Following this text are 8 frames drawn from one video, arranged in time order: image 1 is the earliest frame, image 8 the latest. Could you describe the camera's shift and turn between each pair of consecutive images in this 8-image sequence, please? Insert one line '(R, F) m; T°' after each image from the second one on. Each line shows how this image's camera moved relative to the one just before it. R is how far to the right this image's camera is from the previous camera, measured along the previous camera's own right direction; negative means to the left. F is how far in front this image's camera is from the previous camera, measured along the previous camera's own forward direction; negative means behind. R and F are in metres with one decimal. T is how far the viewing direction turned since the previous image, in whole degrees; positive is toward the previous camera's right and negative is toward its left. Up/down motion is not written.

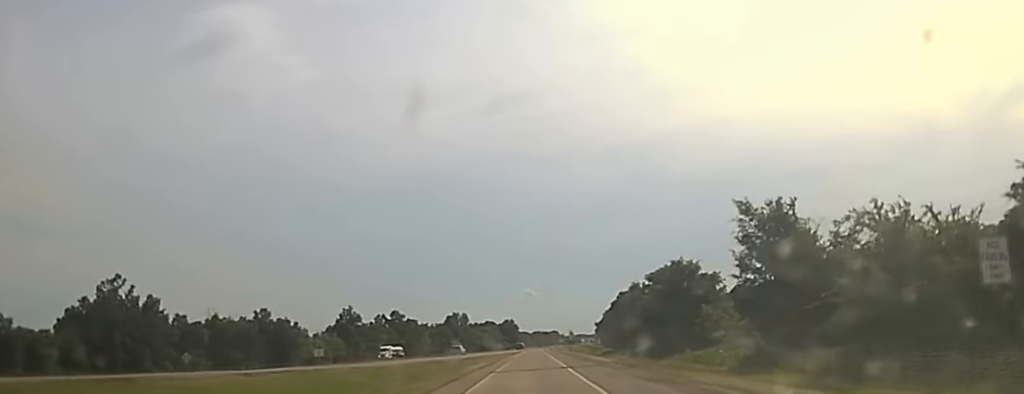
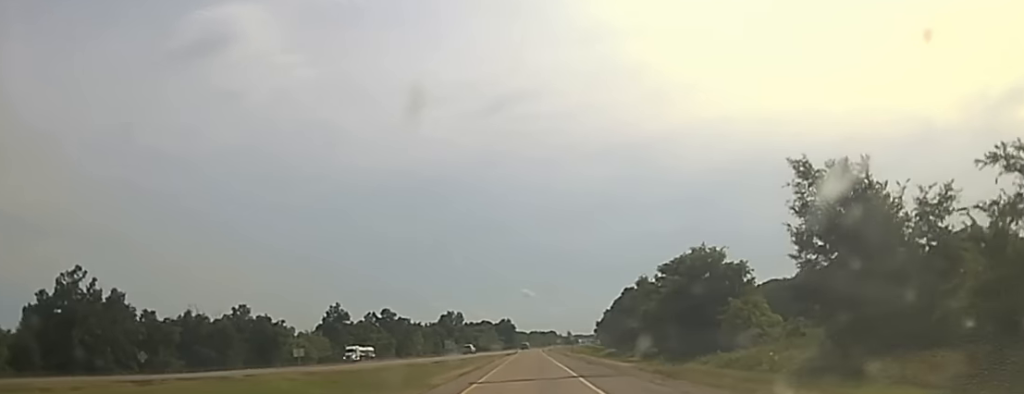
(0.0, +15.6) m; 0°
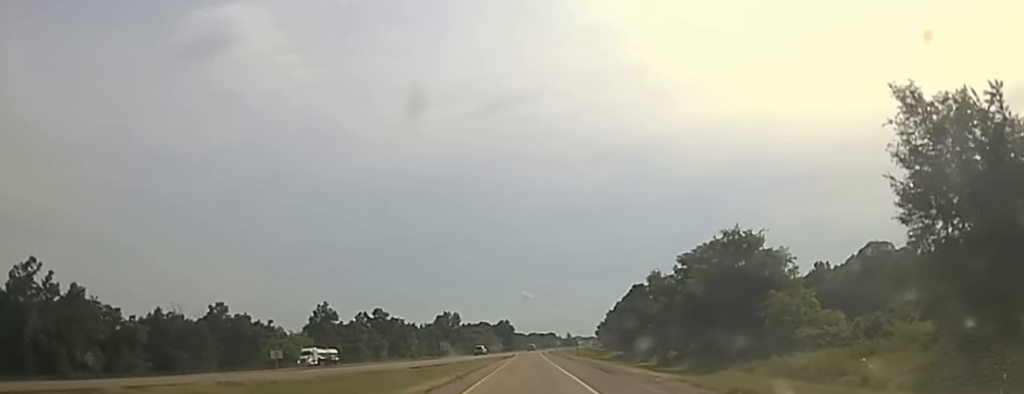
(0.0, +16.7) m; 0°
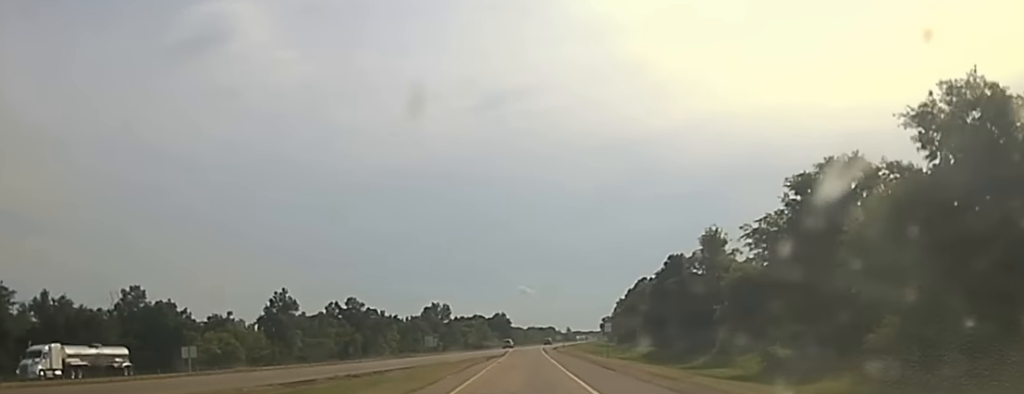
(+0.1, +45.2) m; 0°
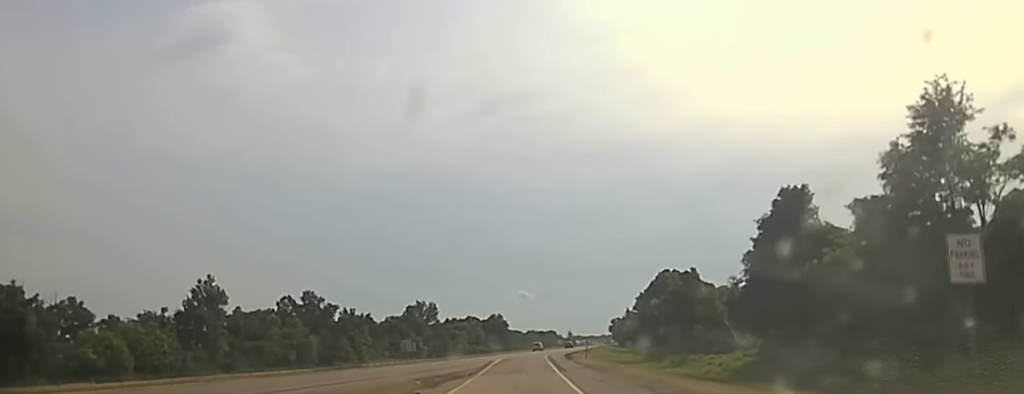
(+0.1, +53.5) m; 0°
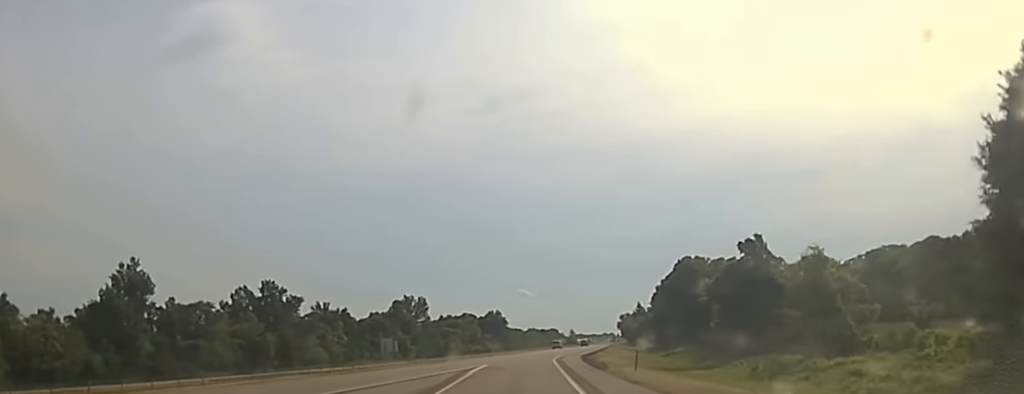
(-0.2, +34.1) m; -1°
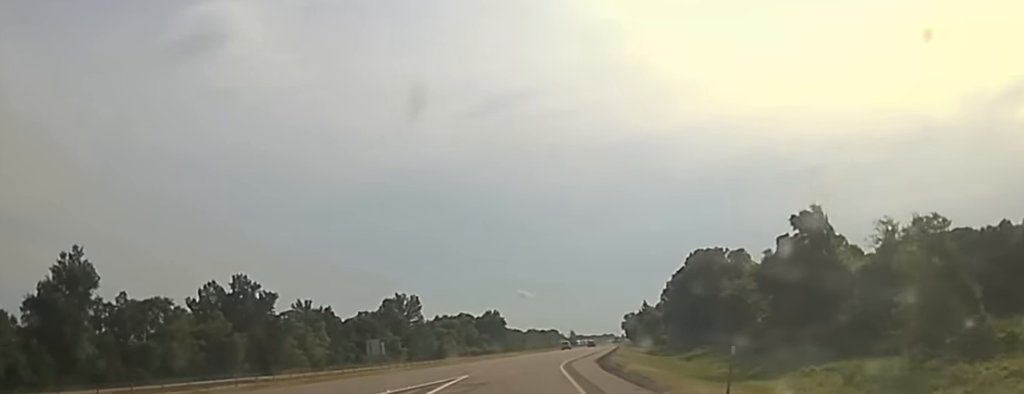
(-0.1, +16.7) m; 0°
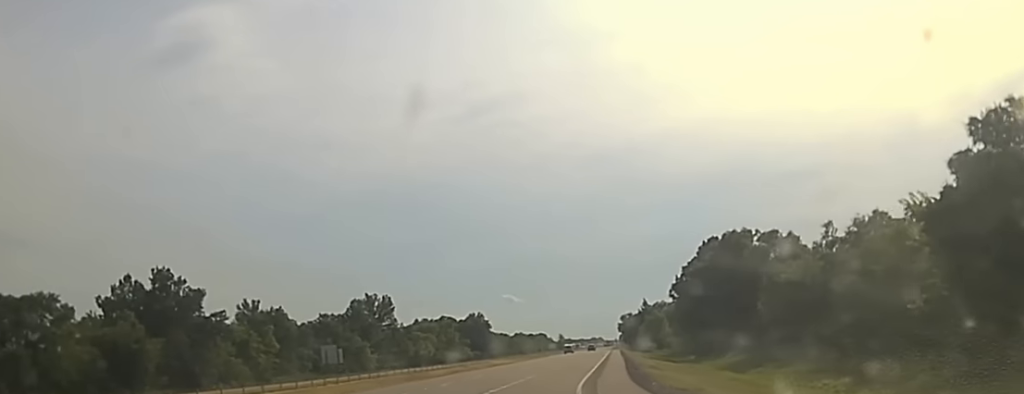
(+0.2, +32.8) m; +1°
